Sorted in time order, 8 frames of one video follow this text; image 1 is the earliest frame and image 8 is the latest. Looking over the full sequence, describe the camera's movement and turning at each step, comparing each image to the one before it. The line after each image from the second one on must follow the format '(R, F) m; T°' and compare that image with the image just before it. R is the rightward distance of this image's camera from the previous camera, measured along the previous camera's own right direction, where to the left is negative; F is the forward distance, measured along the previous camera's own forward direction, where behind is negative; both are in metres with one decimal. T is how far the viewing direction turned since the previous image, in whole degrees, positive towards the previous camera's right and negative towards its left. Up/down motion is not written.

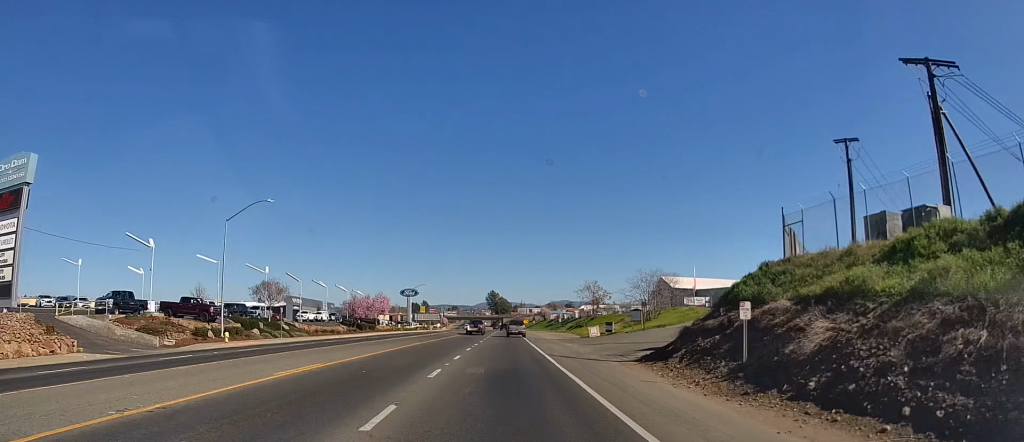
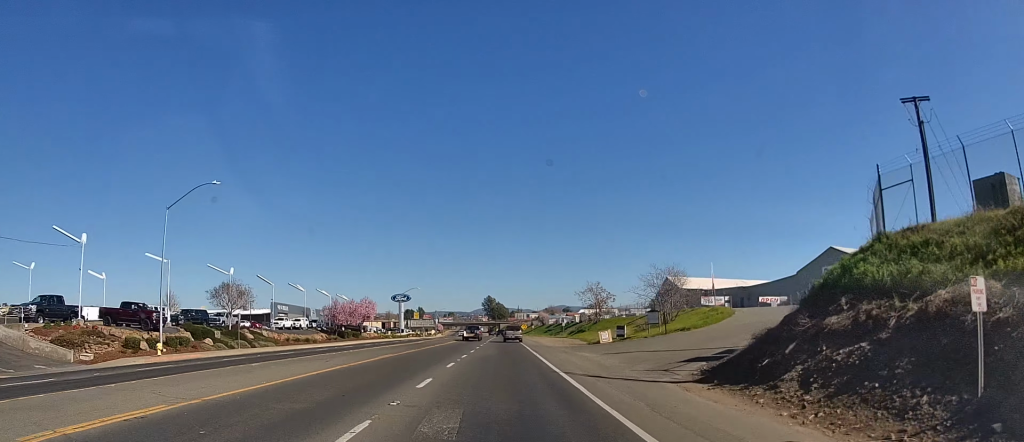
(0.0, +8.8) m; +1°
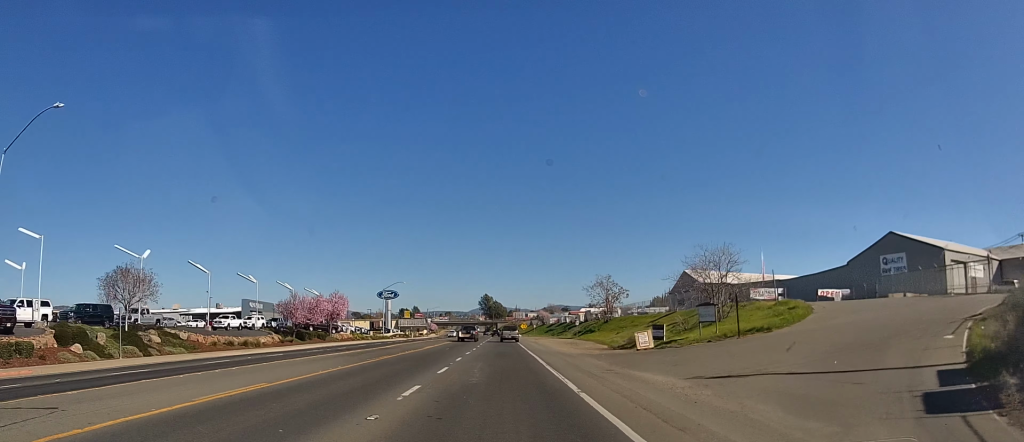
(+0.3, +16.1) m; +2°
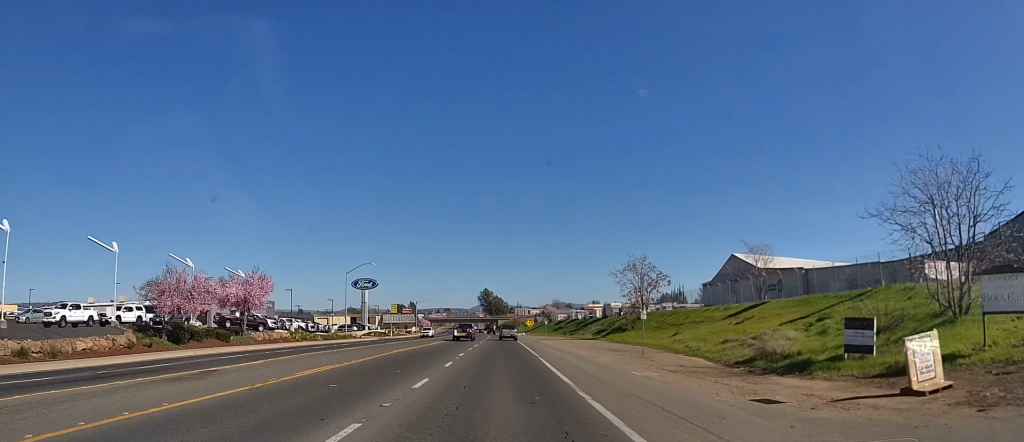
(+0.6, +27.7) m; +1°
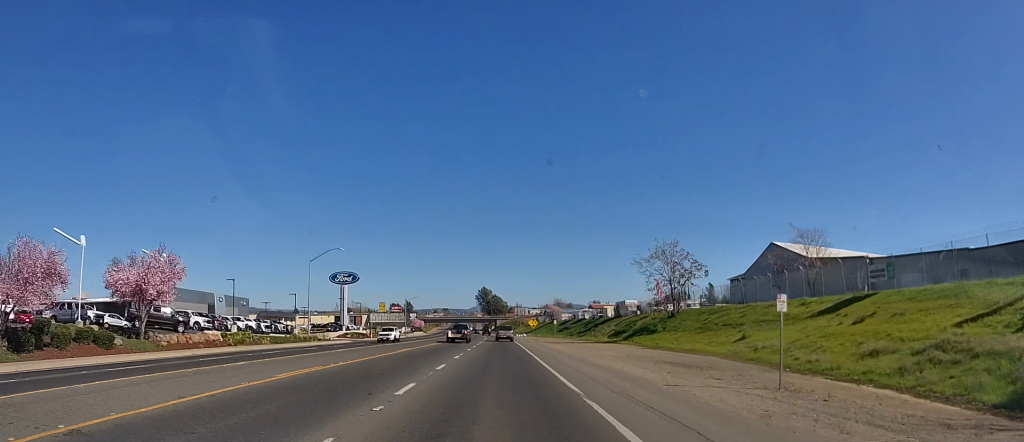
(-0.3, +16.4) m; -1°
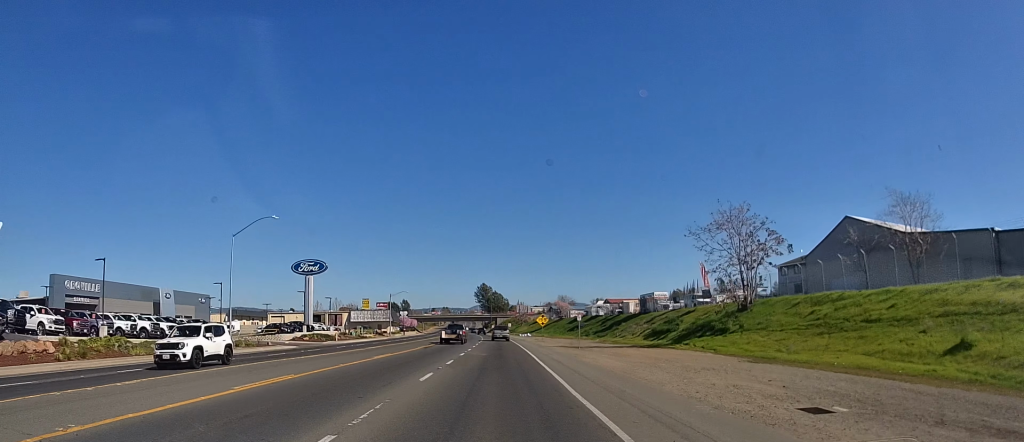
(-0.2, +21.1) m; -1°
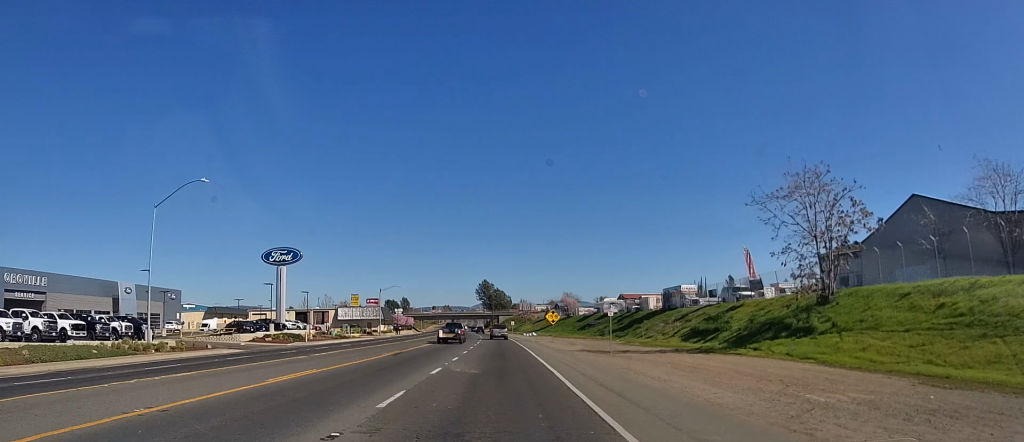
(0.0, +13.1) m; 0°
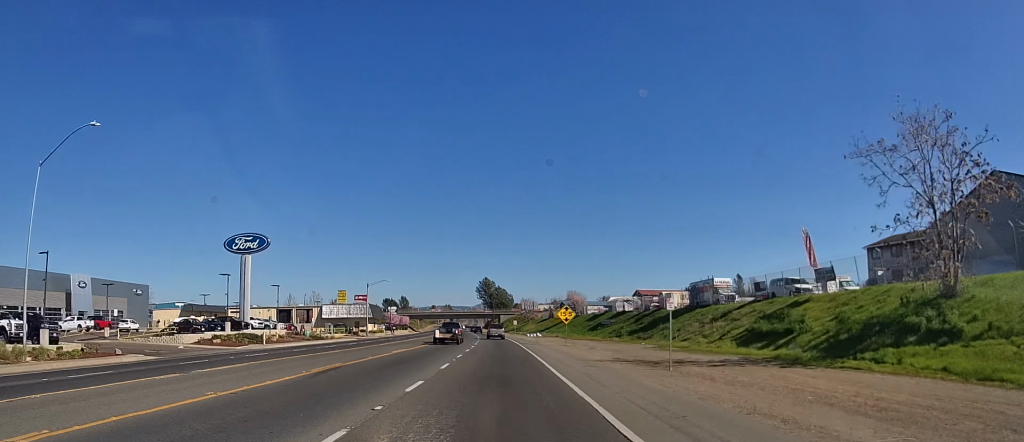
(-0.2, +12.3) m; +1°
